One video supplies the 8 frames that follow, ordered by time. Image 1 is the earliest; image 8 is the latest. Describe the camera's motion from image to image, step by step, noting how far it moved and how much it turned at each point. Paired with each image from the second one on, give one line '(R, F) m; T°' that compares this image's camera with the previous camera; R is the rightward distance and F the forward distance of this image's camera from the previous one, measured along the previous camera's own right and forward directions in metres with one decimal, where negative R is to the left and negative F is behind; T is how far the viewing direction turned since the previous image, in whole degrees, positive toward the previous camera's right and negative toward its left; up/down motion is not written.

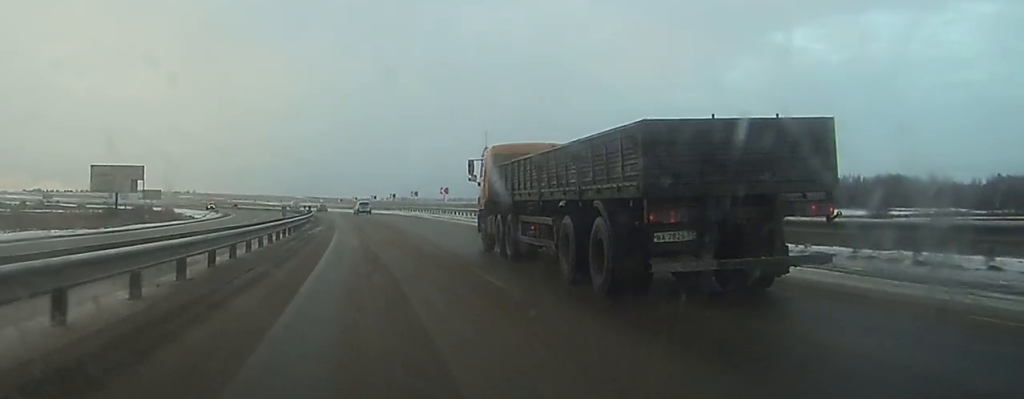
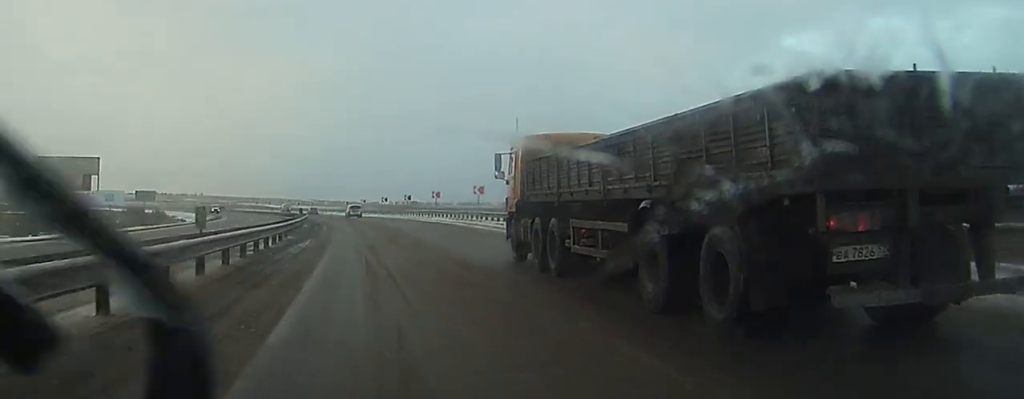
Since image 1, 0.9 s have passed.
(0.0, +19.8) m; 0°
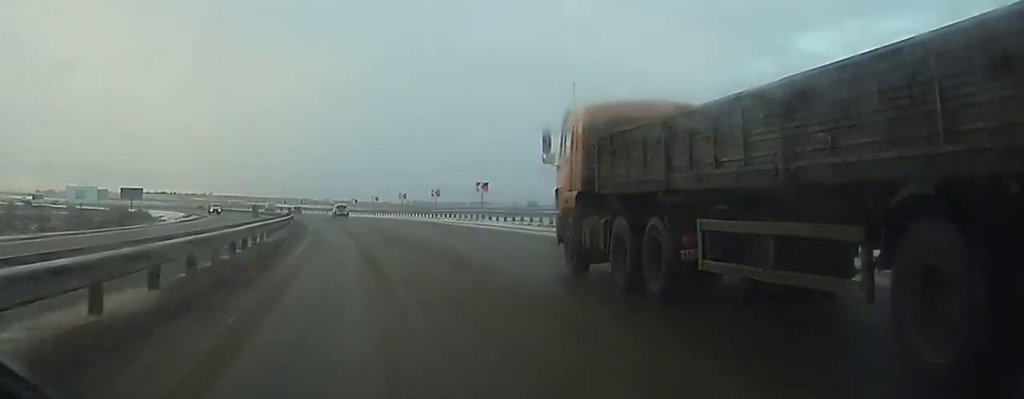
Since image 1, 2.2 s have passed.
(0.0, +27.2) m; 0°
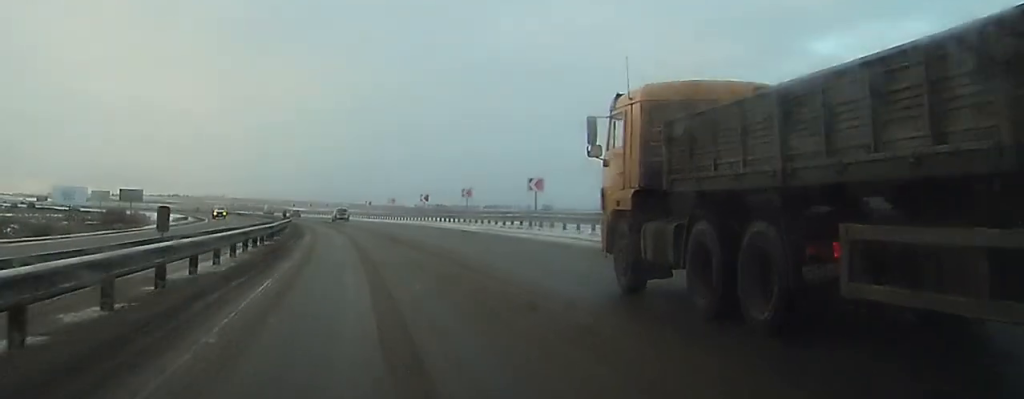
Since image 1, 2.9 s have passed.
(0.0, +14.5) m; -1°
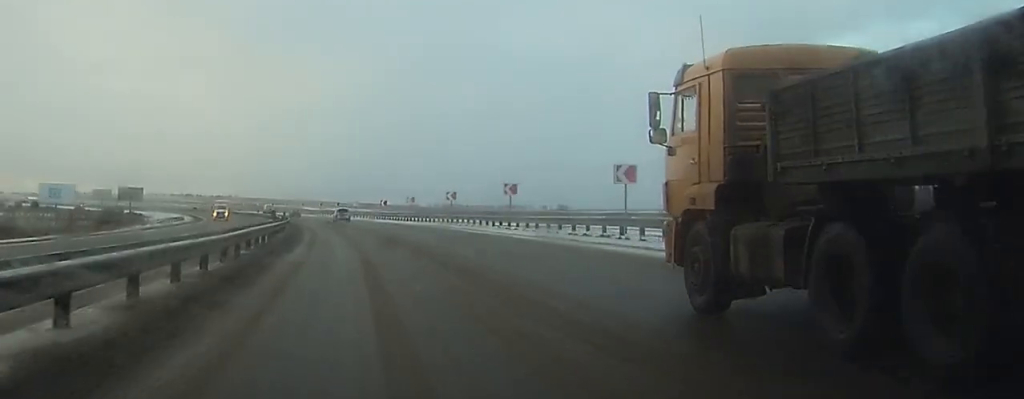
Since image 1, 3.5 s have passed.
(0.0, +13.9) m; -1°
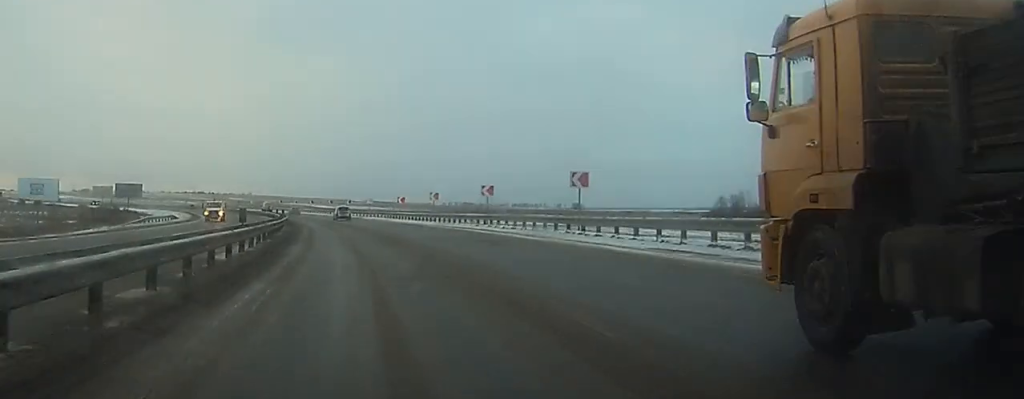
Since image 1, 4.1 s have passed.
(-0.1, +13.9) m; 0°
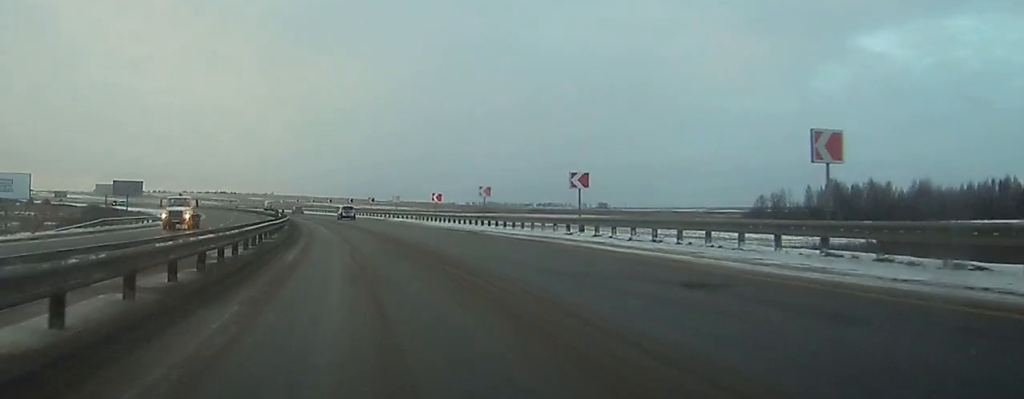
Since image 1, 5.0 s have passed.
(0.0, +19.8) m; 0°
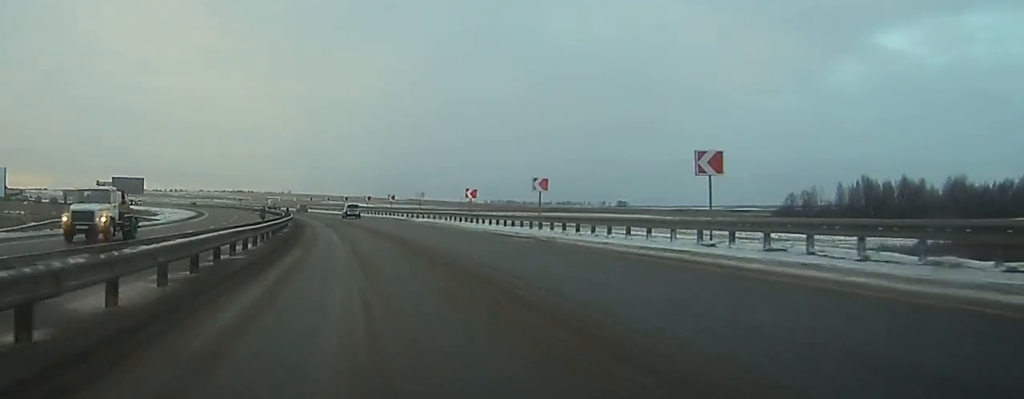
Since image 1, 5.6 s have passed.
(+0.1, +13.3) m; 0°
